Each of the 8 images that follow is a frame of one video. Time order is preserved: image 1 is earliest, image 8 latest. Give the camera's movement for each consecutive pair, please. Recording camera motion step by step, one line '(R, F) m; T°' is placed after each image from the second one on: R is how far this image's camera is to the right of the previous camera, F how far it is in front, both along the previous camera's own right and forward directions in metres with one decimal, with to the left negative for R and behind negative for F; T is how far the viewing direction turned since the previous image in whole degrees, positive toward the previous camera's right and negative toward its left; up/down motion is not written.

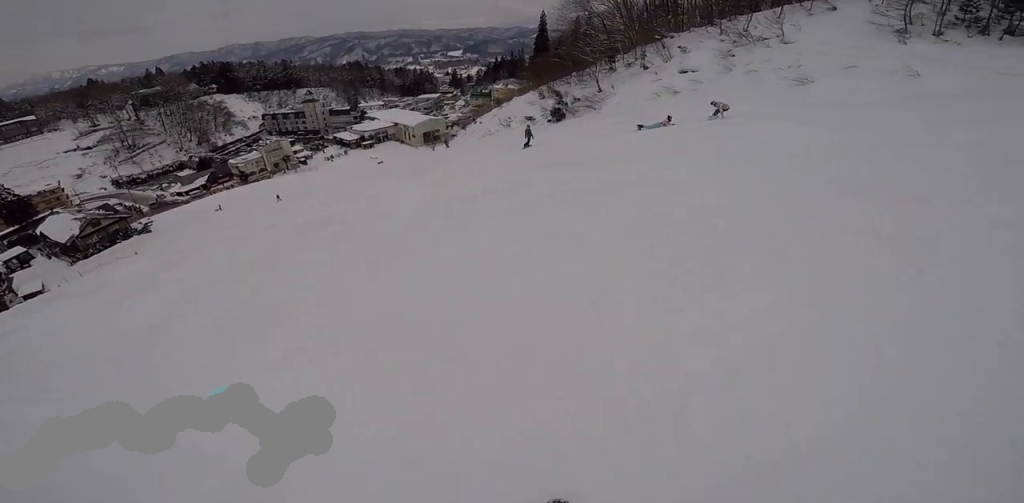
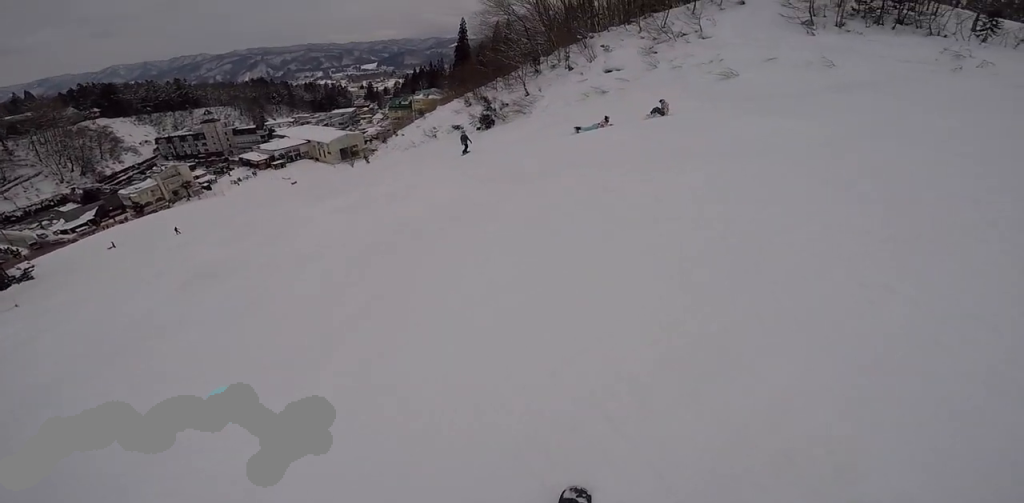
(-0.9, +1.9) m; -2°
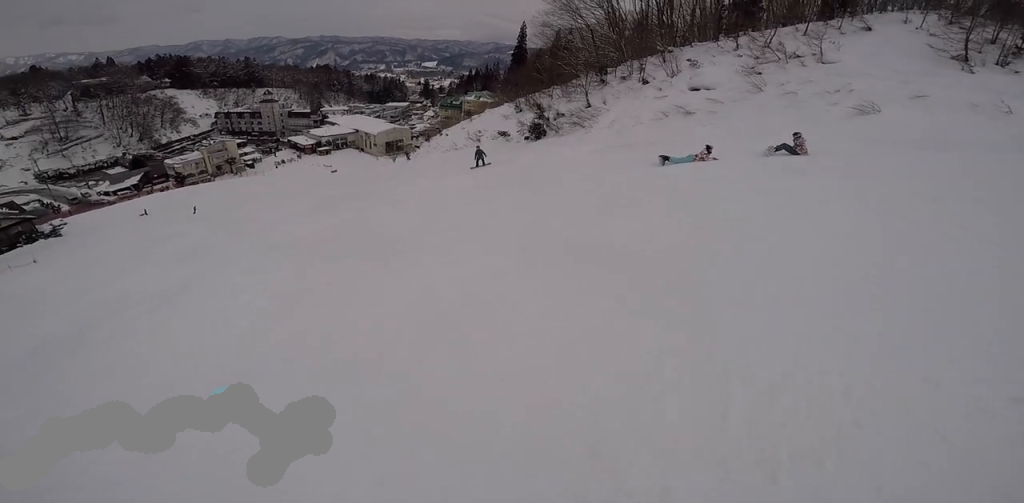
(+0.5, +4.6) m; +3°
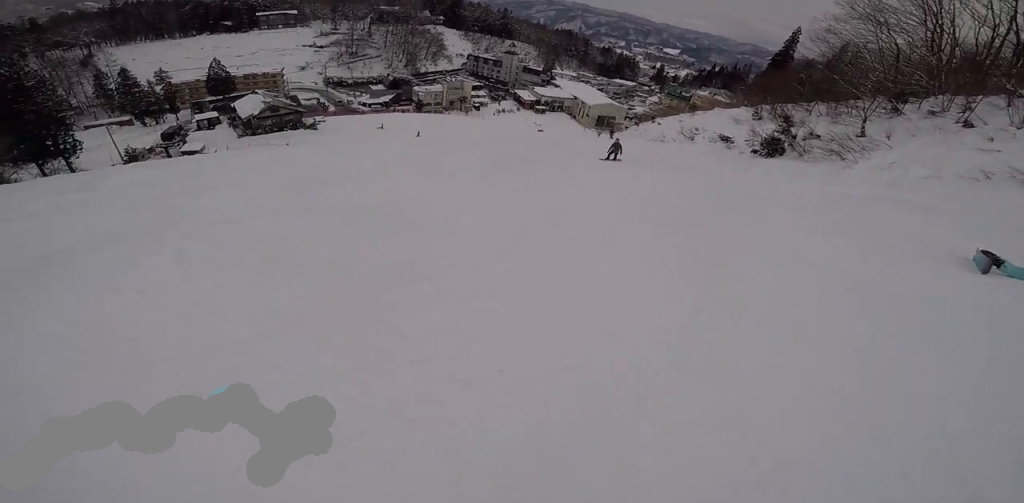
(-0.8, +3.7) m; -19°
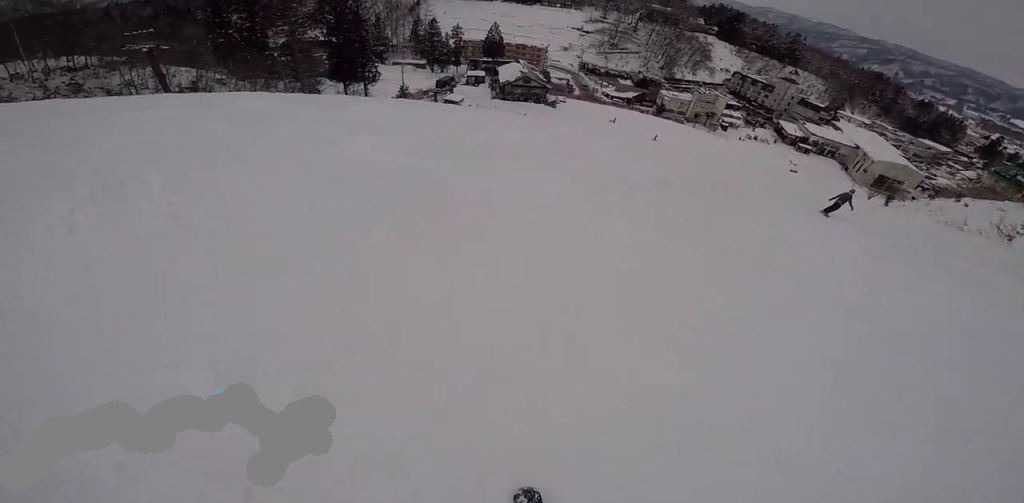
(-0.3, +3.0) m; -30°
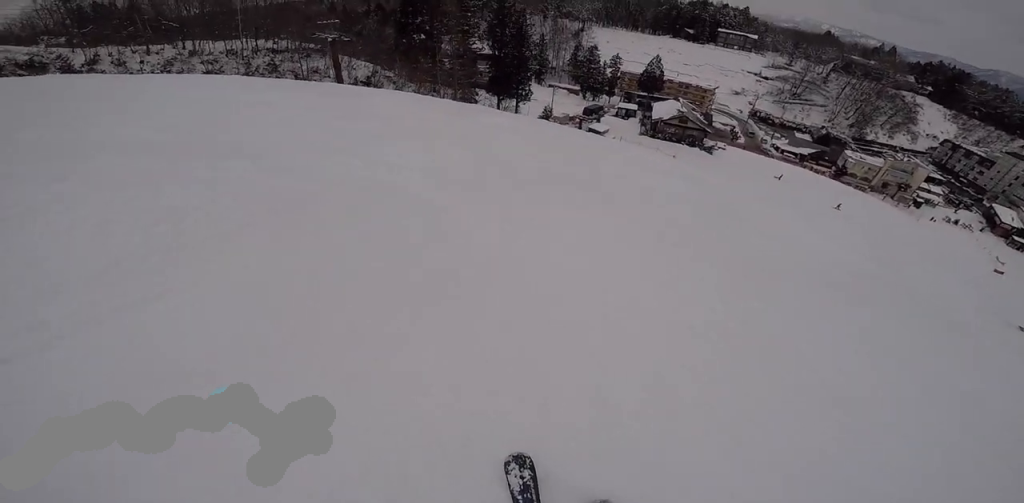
(-0.7, +2.0) m; -25°
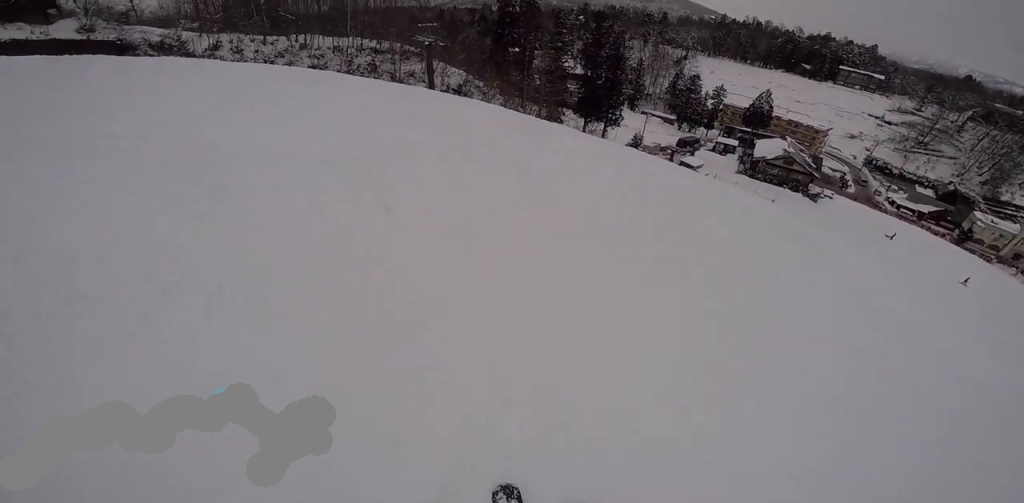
(-0.9, +1.5) m; -14°
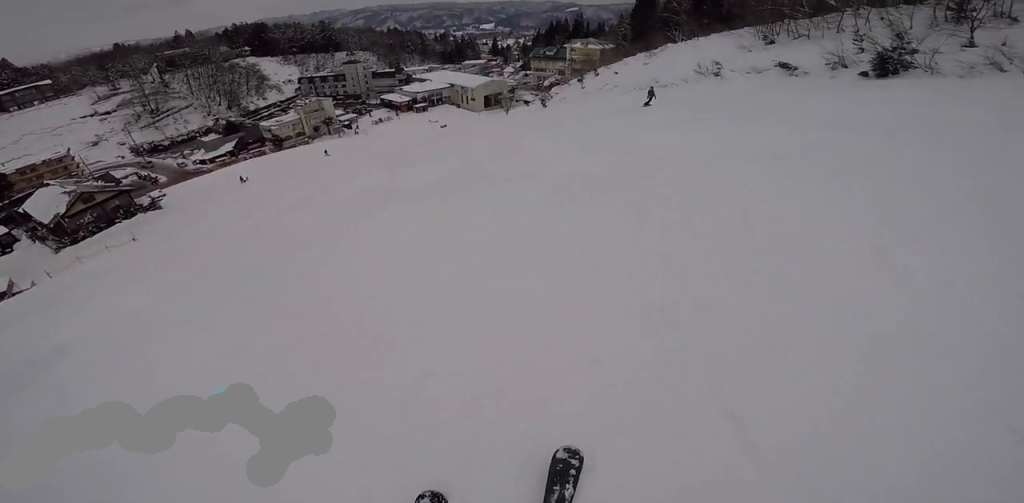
(+5.0, +7.3) m; +89°
